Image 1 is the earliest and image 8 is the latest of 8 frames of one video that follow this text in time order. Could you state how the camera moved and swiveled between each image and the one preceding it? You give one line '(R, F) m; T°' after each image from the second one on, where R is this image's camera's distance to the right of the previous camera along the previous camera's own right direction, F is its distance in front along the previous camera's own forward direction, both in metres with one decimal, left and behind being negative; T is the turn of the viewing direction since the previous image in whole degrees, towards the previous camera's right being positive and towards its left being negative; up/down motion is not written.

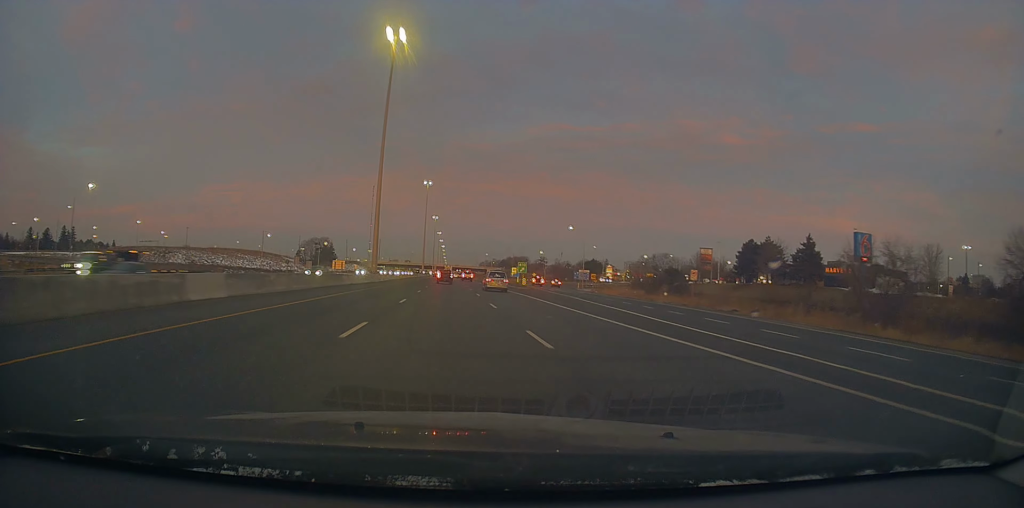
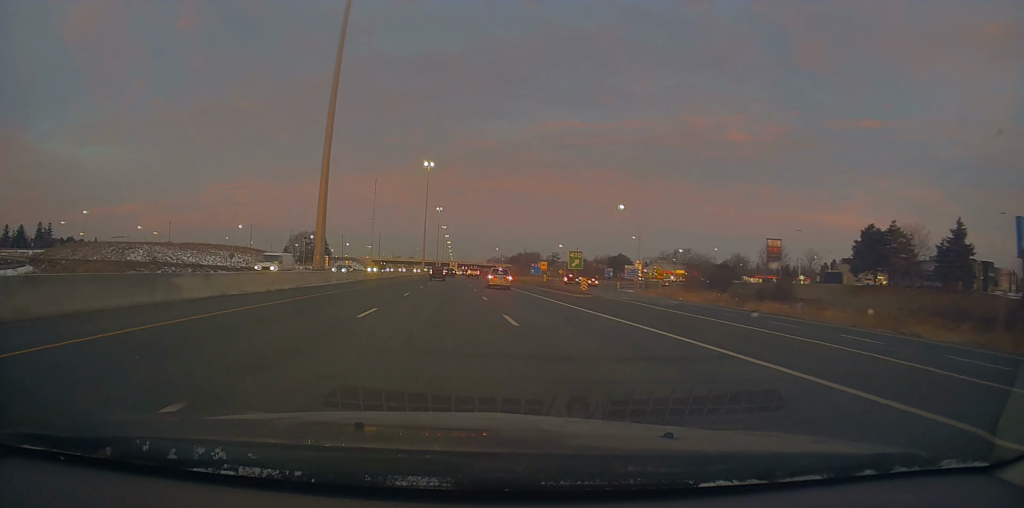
(+0.5, +32.4) m; +1°
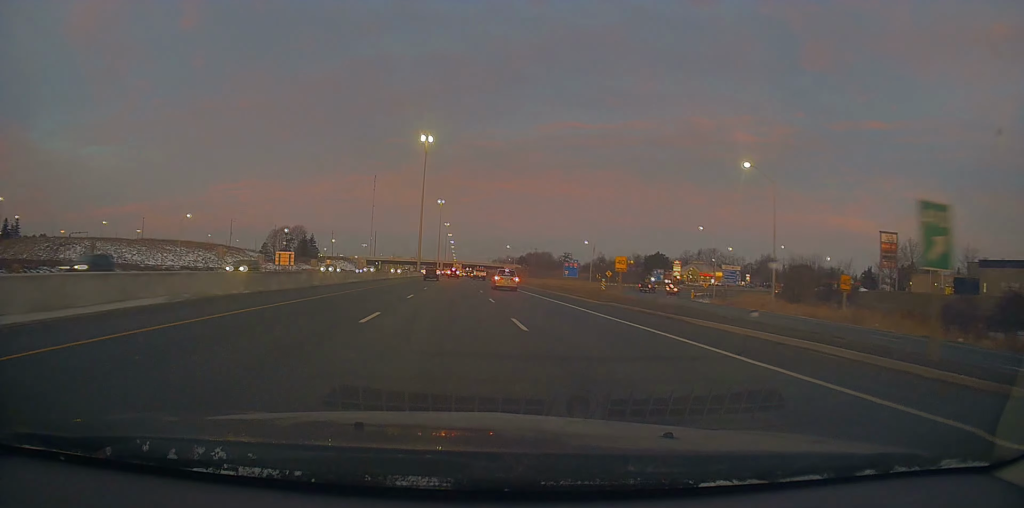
(-0.7, +39.0) m; -1°
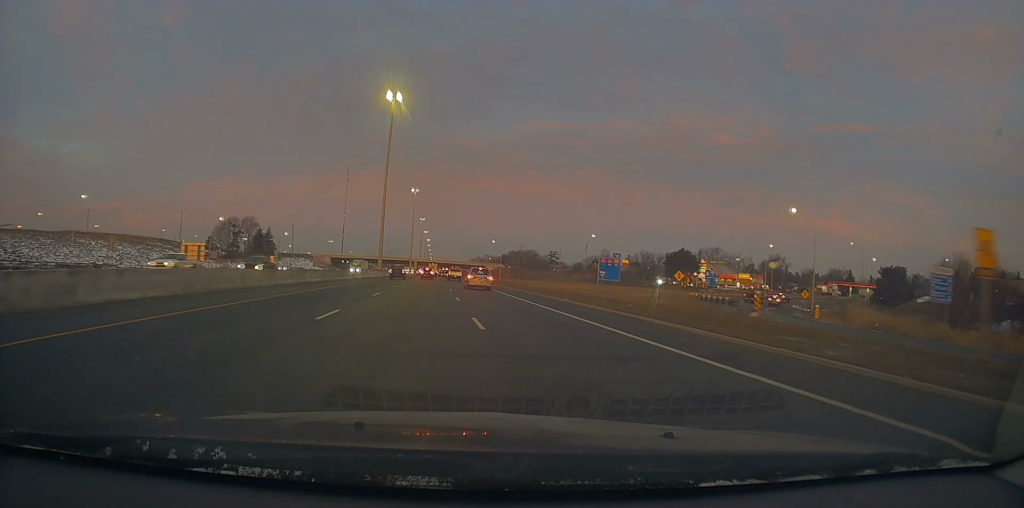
(+0.2, +37.0) m; +1°
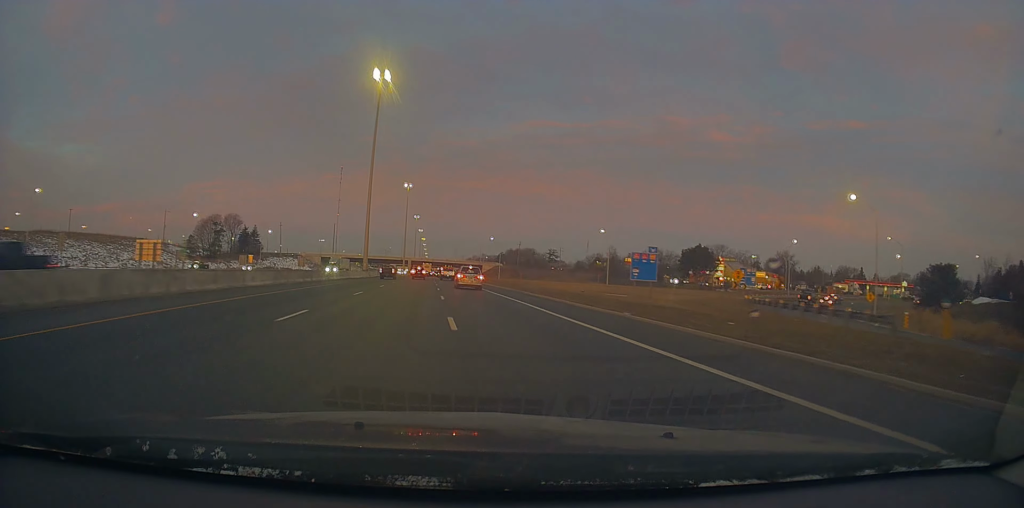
(-0.1, +12.8) m; +1°
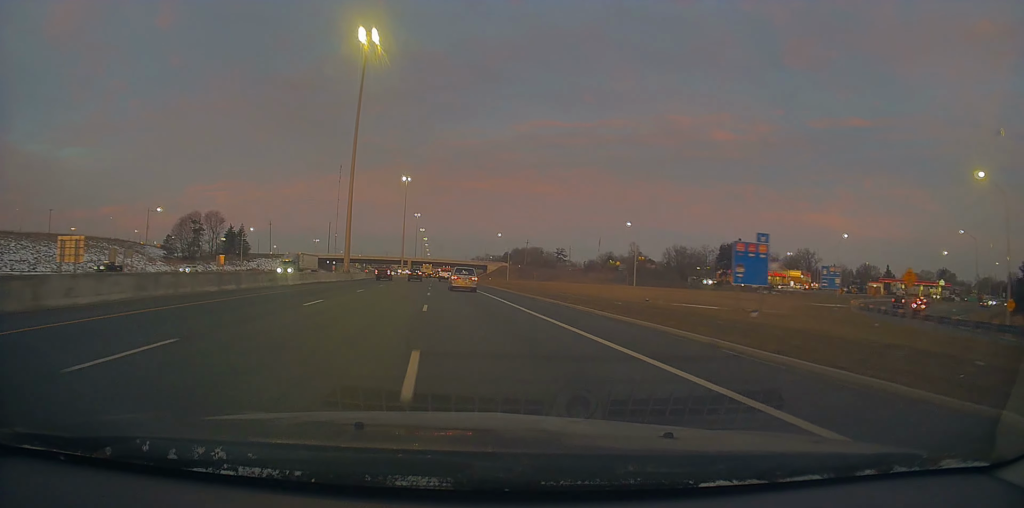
(+0.8, +18.5) m; +1°
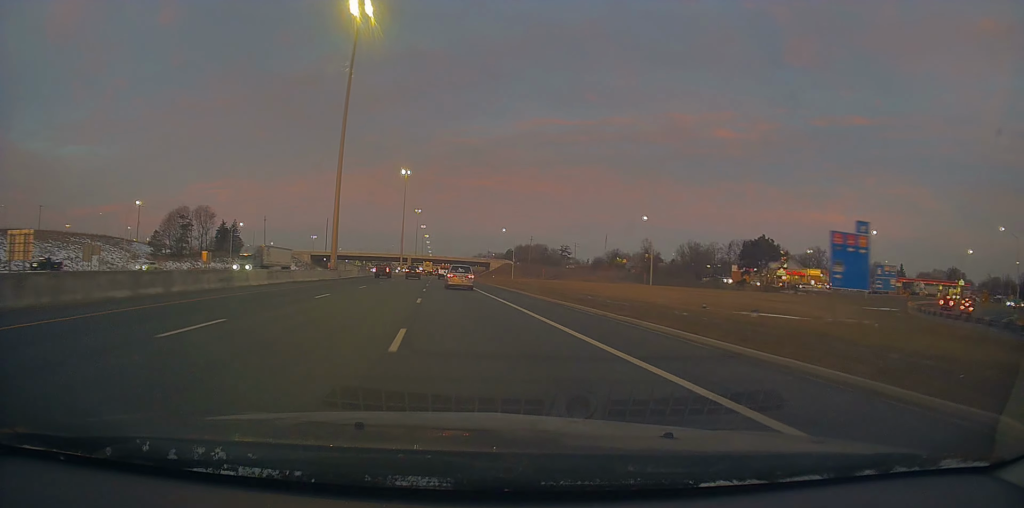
(-0.2, +9.2) m; -1°
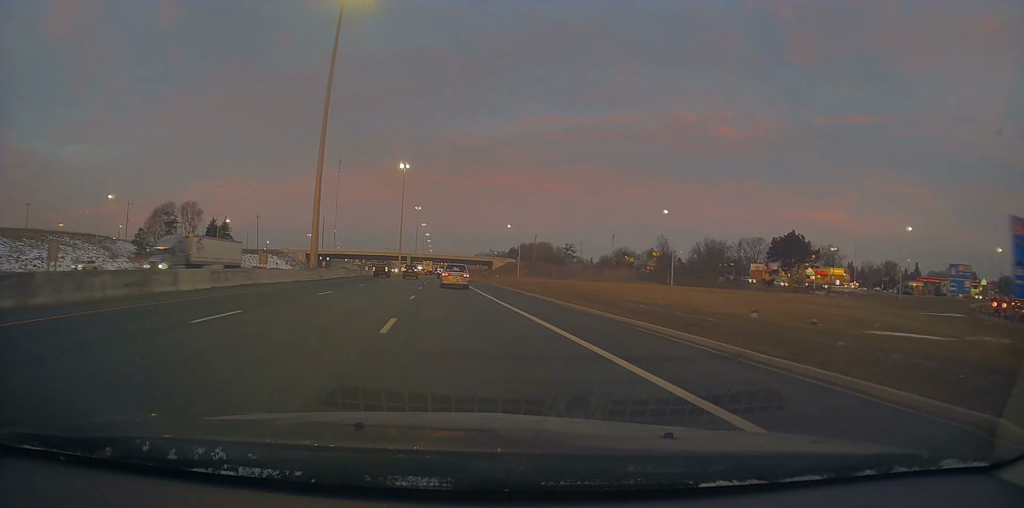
(-0.2, +10.6) m; -1°
